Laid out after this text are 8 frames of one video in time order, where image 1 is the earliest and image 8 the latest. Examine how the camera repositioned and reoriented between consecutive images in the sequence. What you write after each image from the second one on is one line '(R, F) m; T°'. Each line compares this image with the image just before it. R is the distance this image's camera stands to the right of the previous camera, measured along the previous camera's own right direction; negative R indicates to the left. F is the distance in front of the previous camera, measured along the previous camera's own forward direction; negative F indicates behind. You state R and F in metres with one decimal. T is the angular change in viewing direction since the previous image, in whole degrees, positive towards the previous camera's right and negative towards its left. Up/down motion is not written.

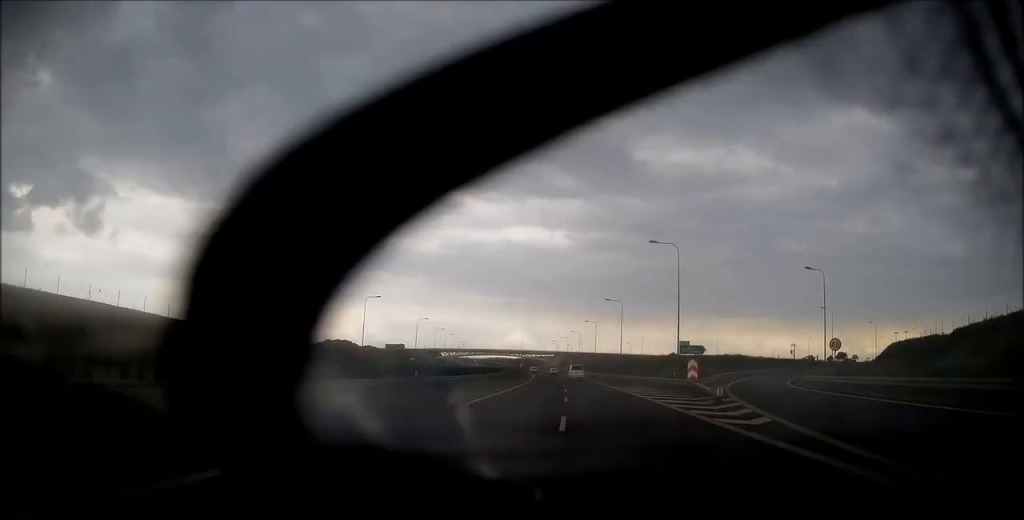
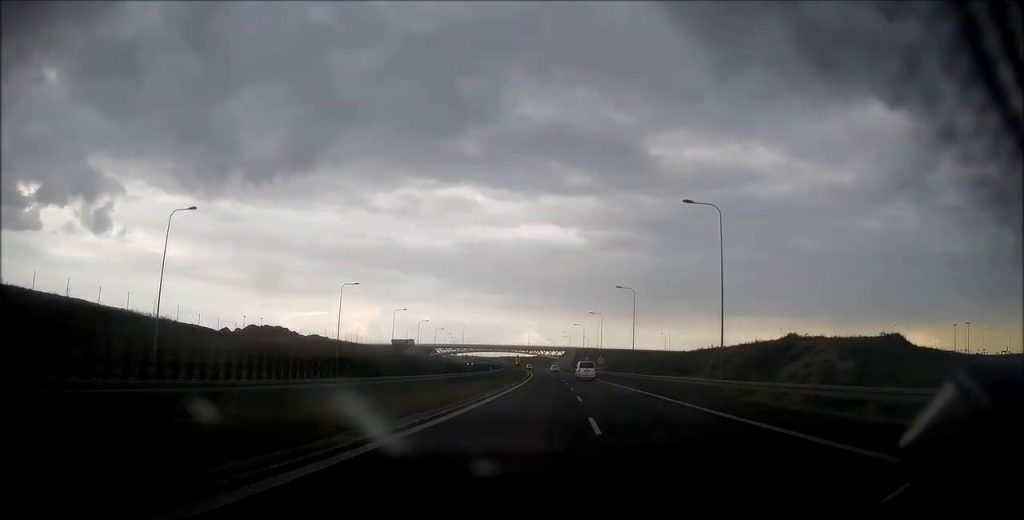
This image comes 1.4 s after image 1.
(-1.1, +48.7) m; -2°
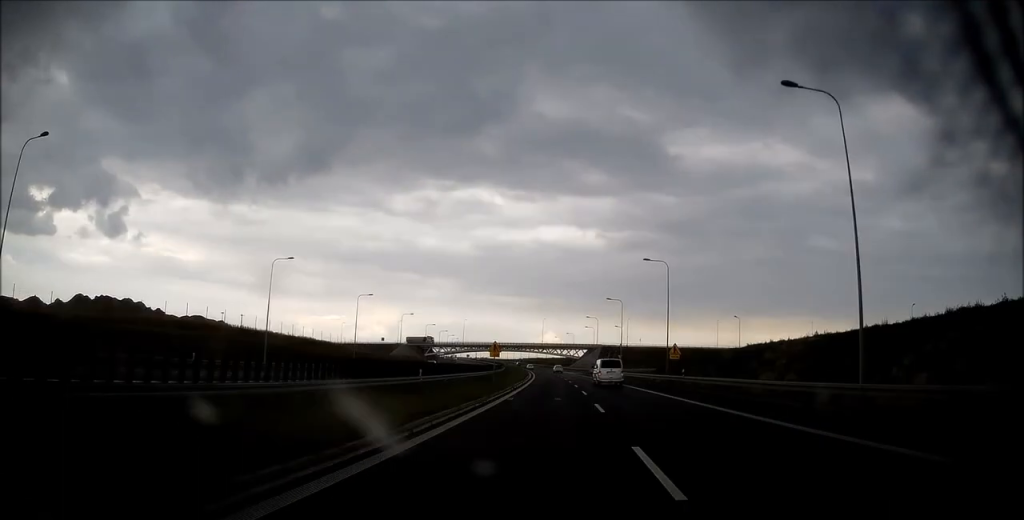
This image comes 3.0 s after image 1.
(-0.7, +53.6) m; -1°
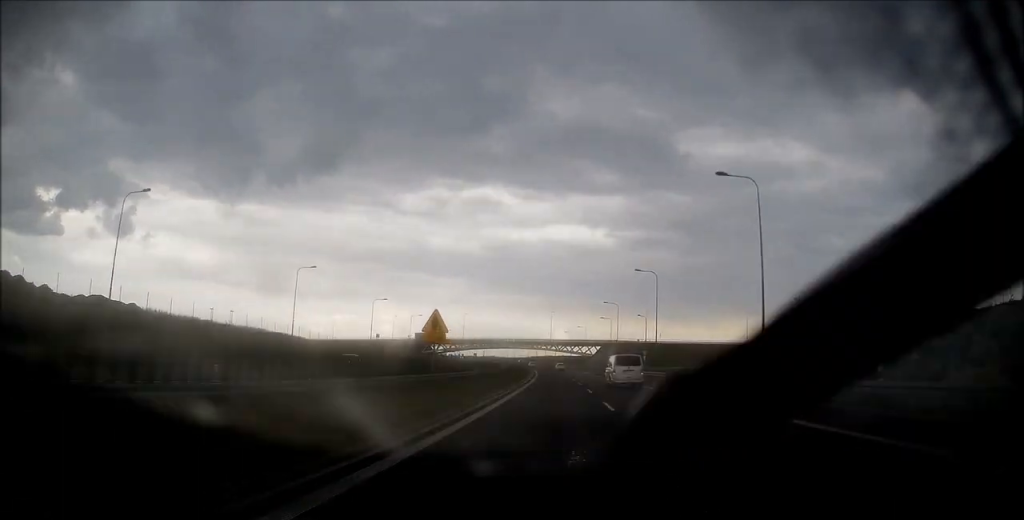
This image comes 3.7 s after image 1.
(-0.1, +24.2) m; -1°
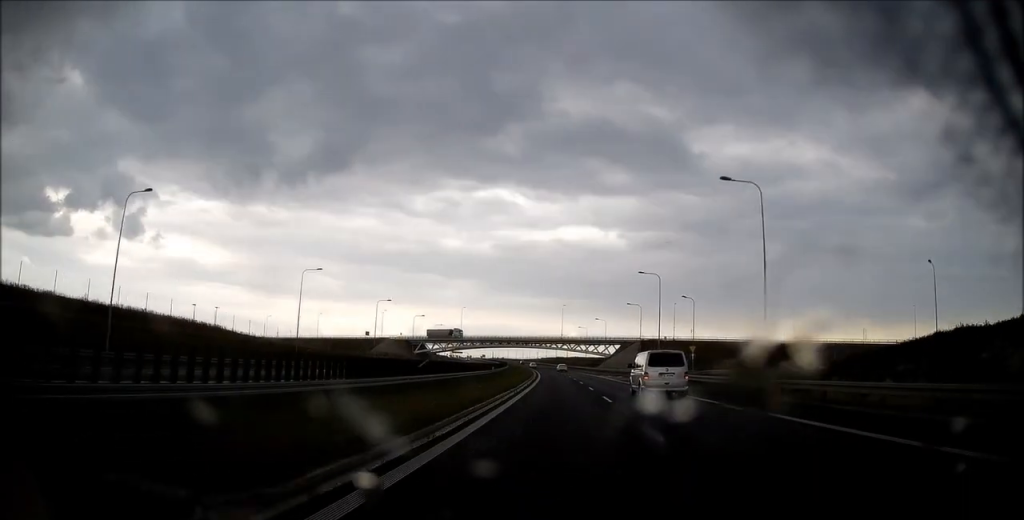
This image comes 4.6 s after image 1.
(-0.3, +31.1) m; -1°
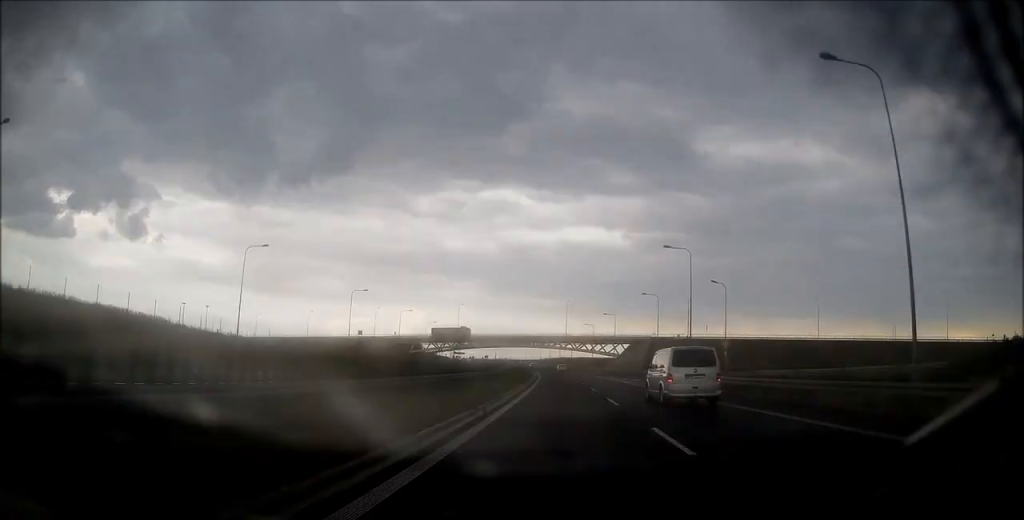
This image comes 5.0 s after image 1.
(-0.1, +13.8) m; 0°
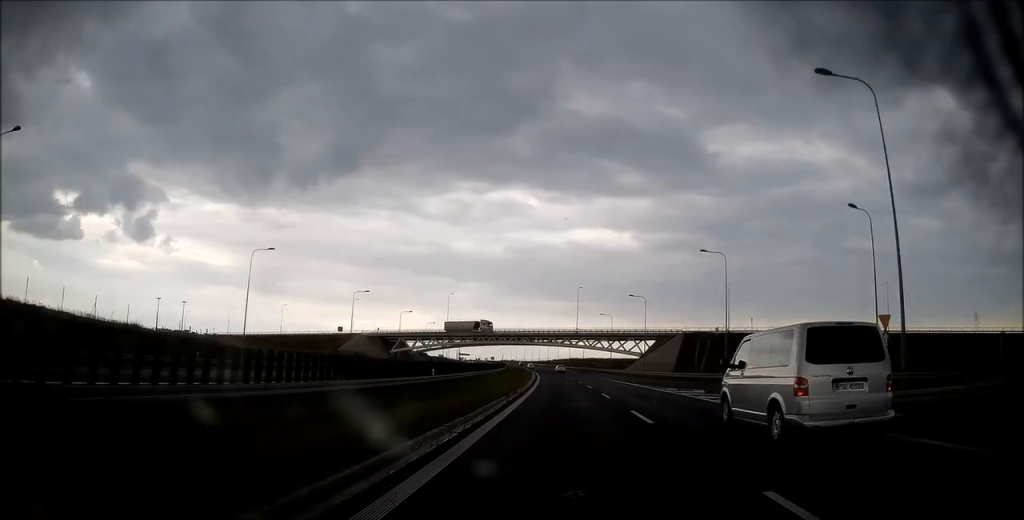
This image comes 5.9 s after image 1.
(-0.2, +31.0) m; -1°
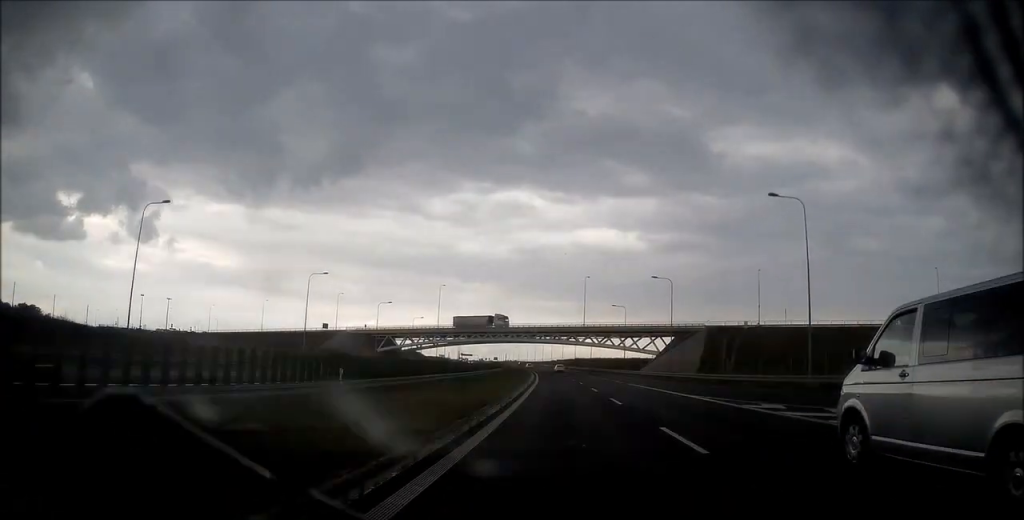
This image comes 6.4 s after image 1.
(-0.1, +17.2) m; -1°
